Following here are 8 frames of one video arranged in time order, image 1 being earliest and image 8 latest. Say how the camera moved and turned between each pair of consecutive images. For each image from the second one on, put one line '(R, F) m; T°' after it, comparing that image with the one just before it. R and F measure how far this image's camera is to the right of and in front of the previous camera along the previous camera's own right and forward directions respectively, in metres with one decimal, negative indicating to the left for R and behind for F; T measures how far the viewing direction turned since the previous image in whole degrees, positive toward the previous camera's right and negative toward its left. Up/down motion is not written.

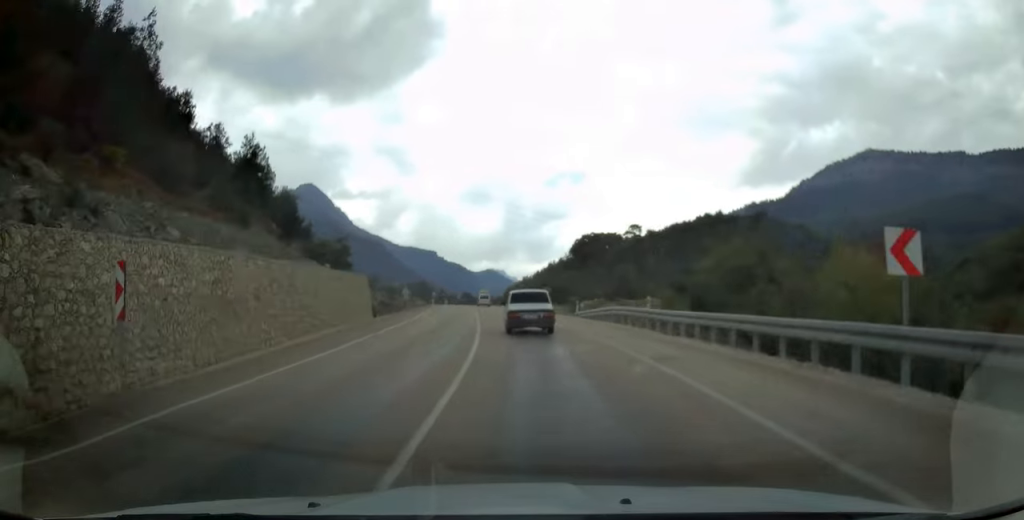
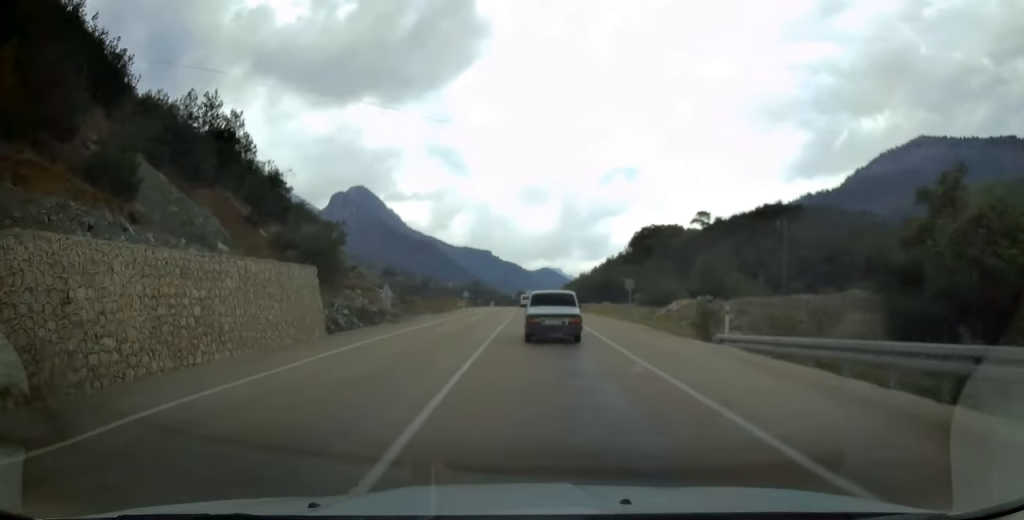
(-1.4, +22.6) m; -6°
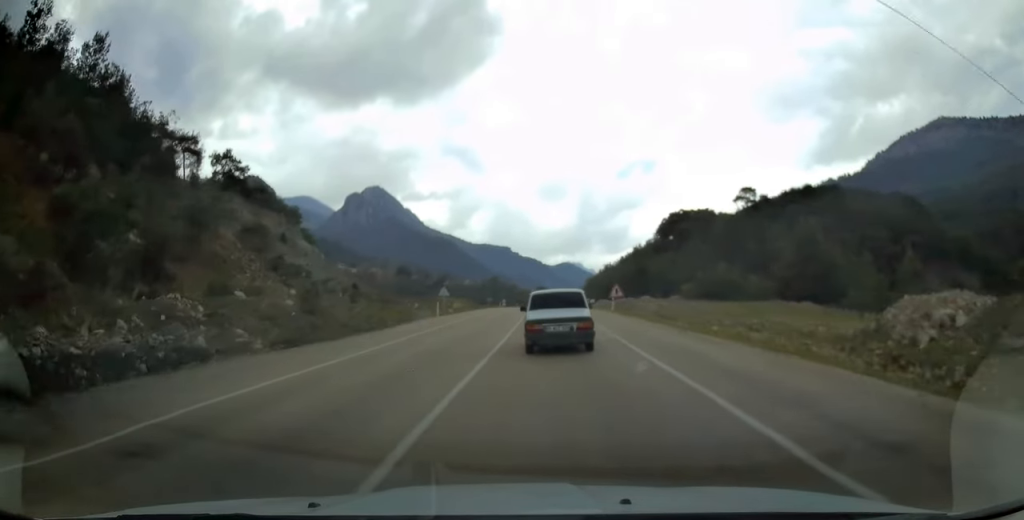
(-1.2, +30.0) m; -3°
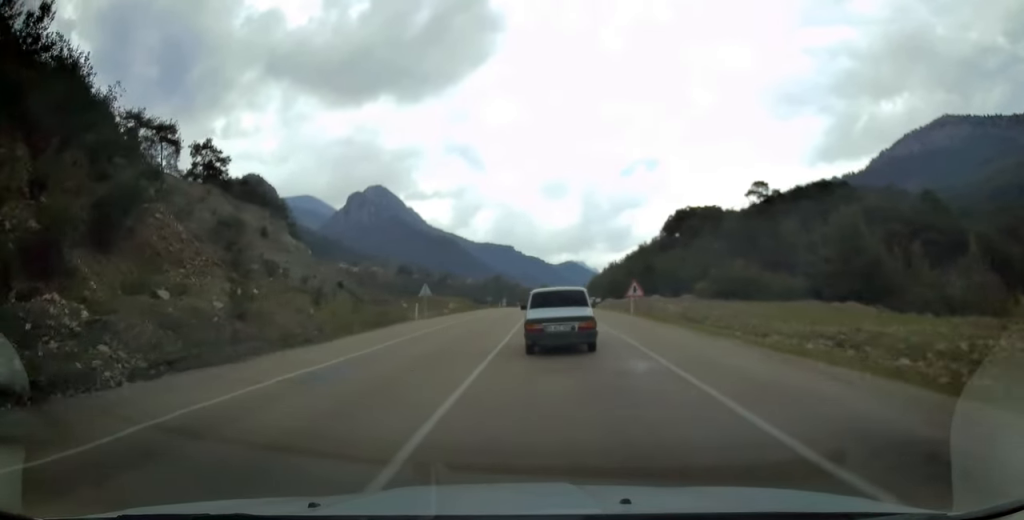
(+0.1, +8.2) m; 0°
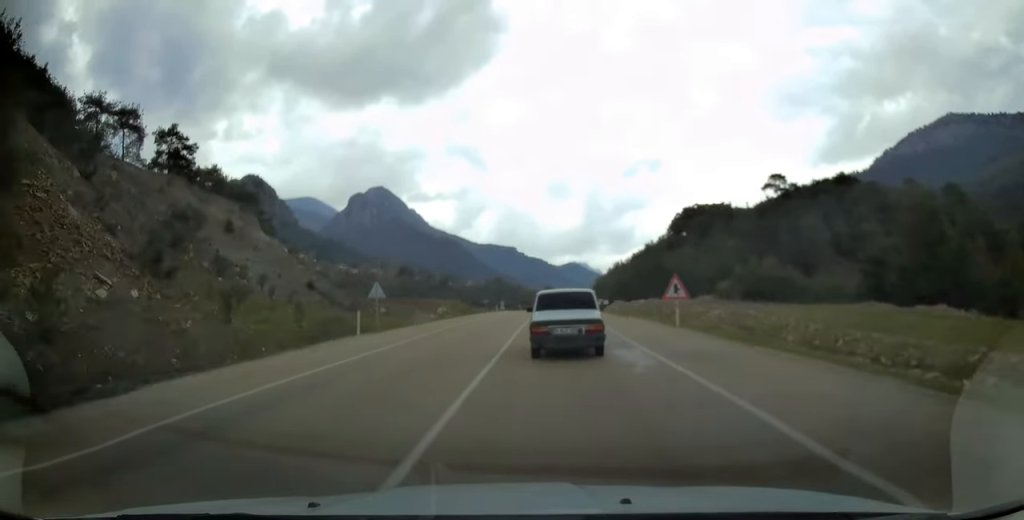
(0.0, +11.5) m; 0°
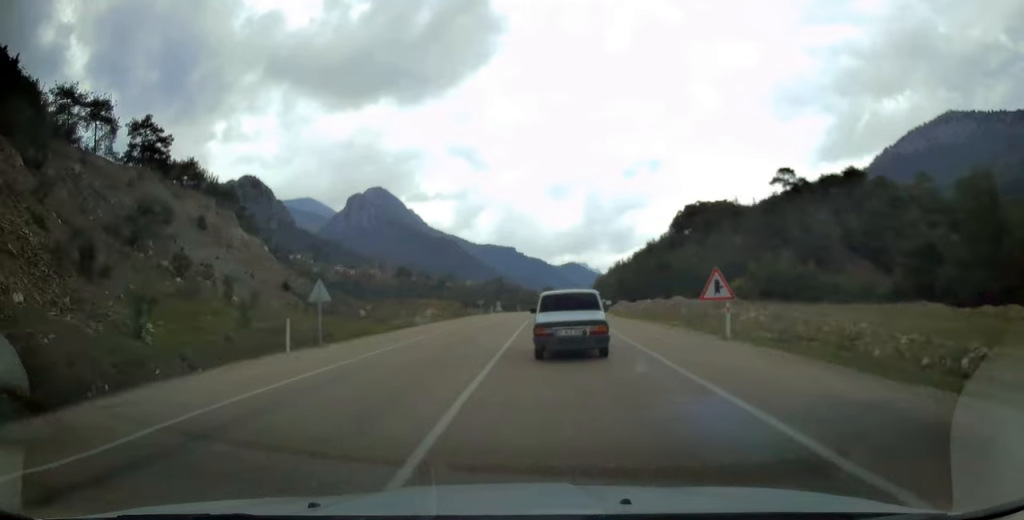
(0.0, +6.6) m; 0°
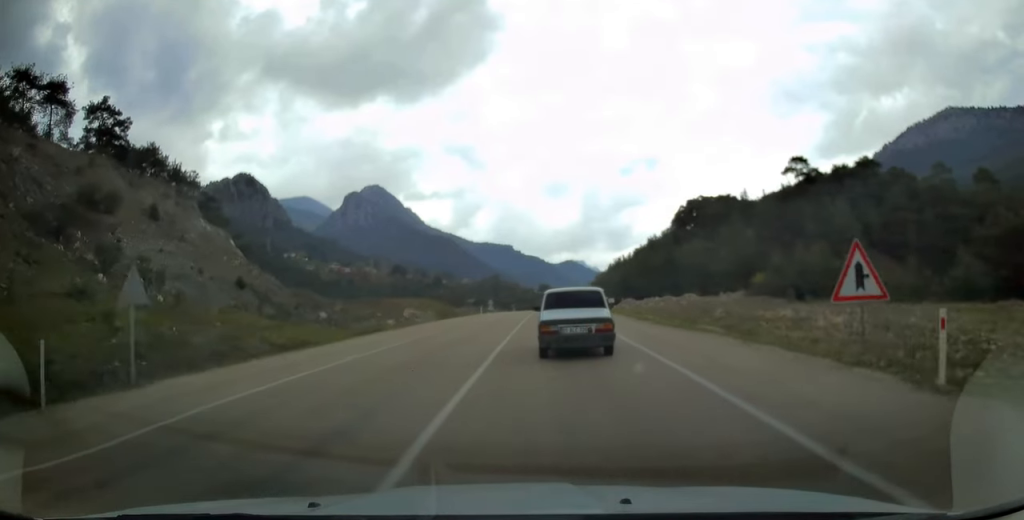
(+0.1, +9.4) m; +1°
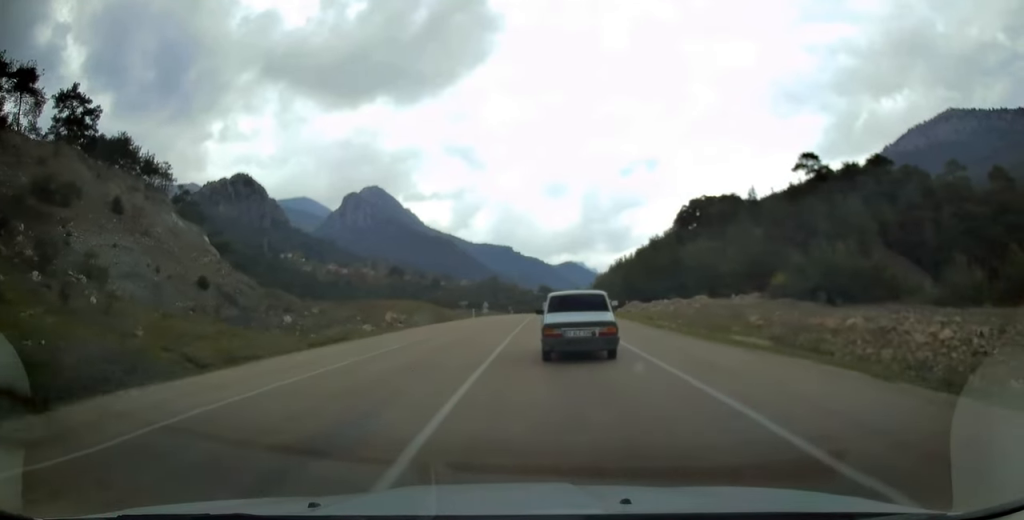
(0.0, +6.4) m; 0°
